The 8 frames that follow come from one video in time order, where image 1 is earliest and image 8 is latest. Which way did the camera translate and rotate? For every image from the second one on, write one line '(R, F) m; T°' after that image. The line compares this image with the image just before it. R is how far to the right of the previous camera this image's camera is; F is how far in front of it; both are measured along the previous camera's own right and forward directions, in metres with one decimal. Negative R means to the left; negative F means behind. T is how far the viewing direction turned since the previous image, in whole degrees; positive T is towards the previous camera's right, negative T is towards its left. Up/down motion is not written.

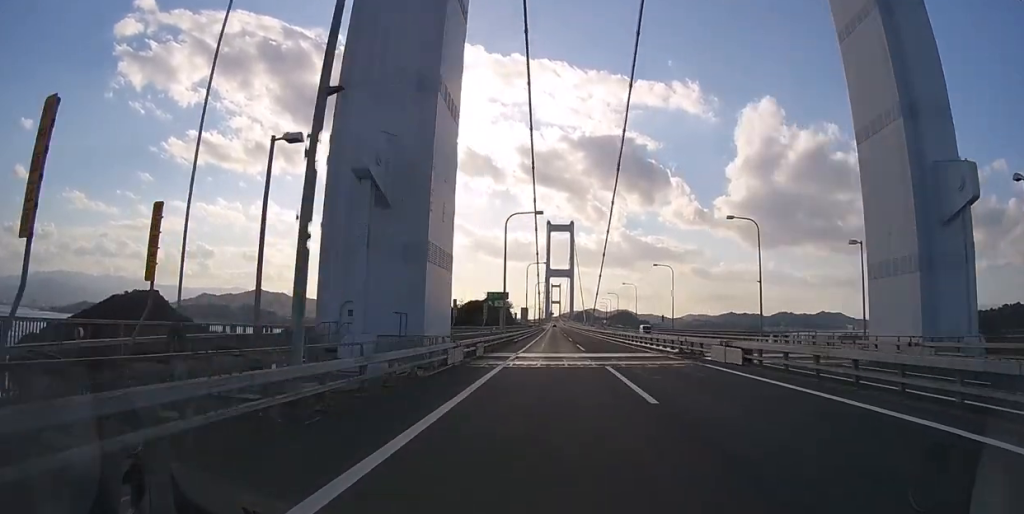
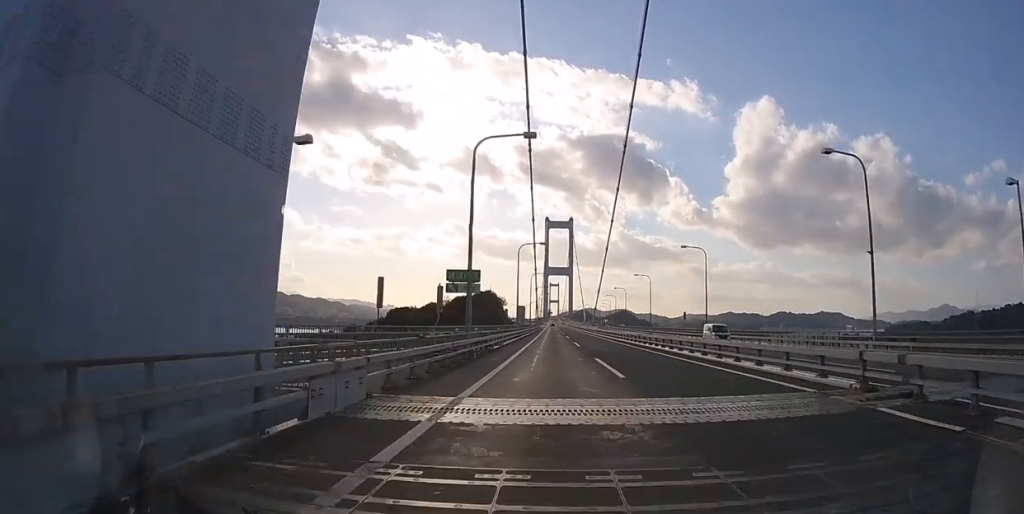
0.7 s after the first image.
(0.0, +16.5) m; 0°
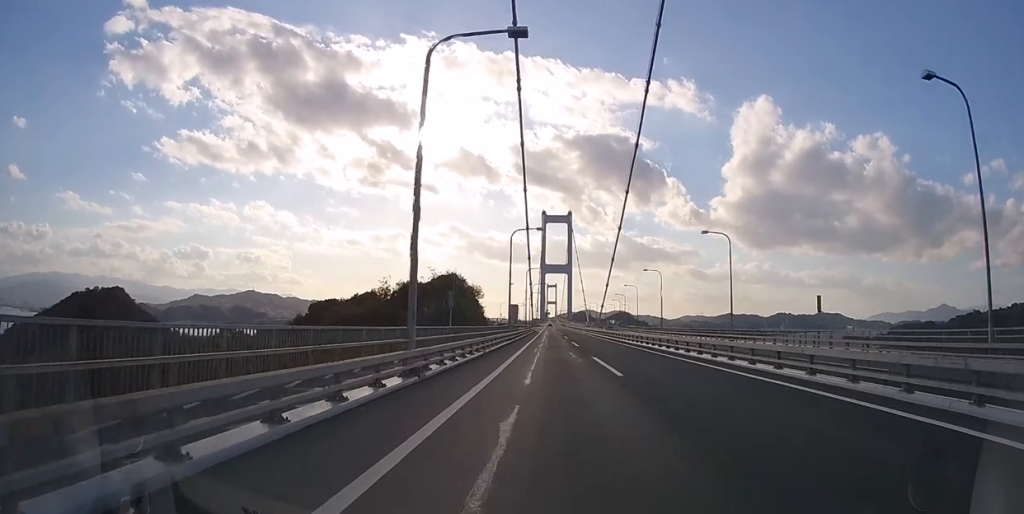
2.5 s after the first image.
(0.0, +39.4) m; 0°
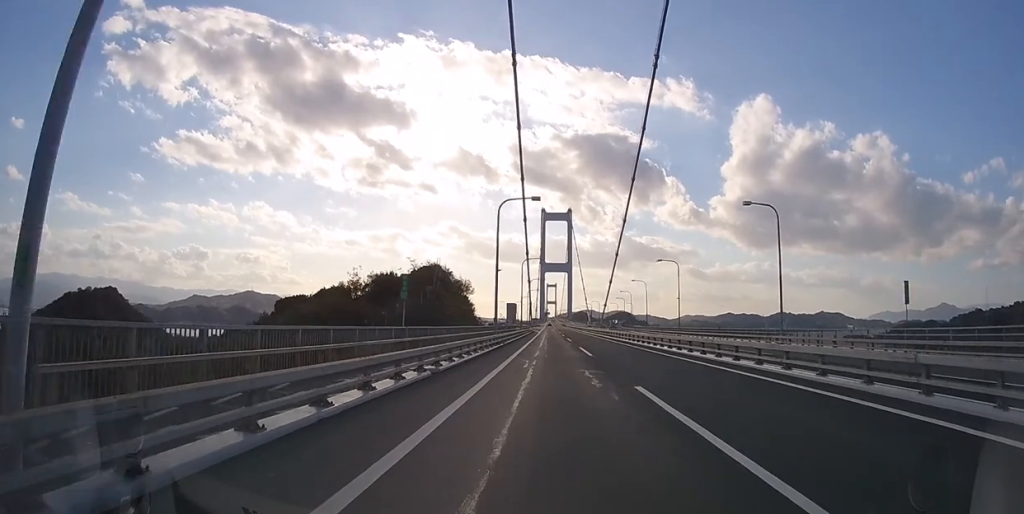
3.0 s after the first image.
(0.0, +10.3) m; 0°
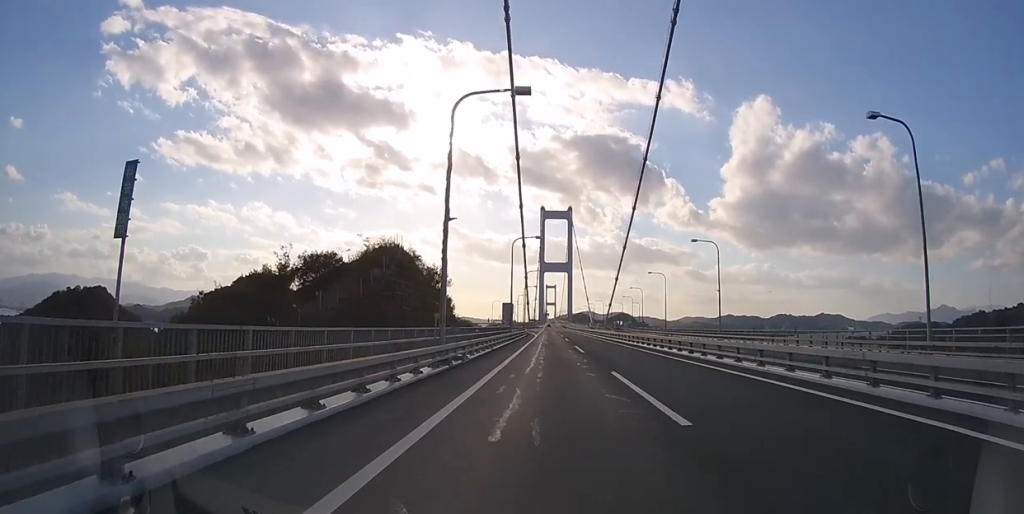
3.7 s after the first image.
(0.0, +16.9) m; 0°
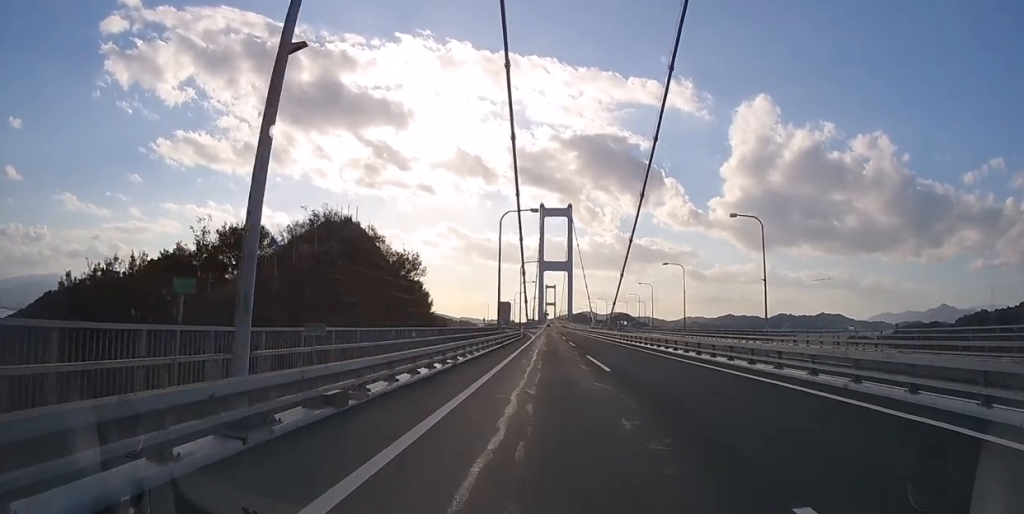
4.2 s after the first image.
(0.0, +11.0) m; 0°
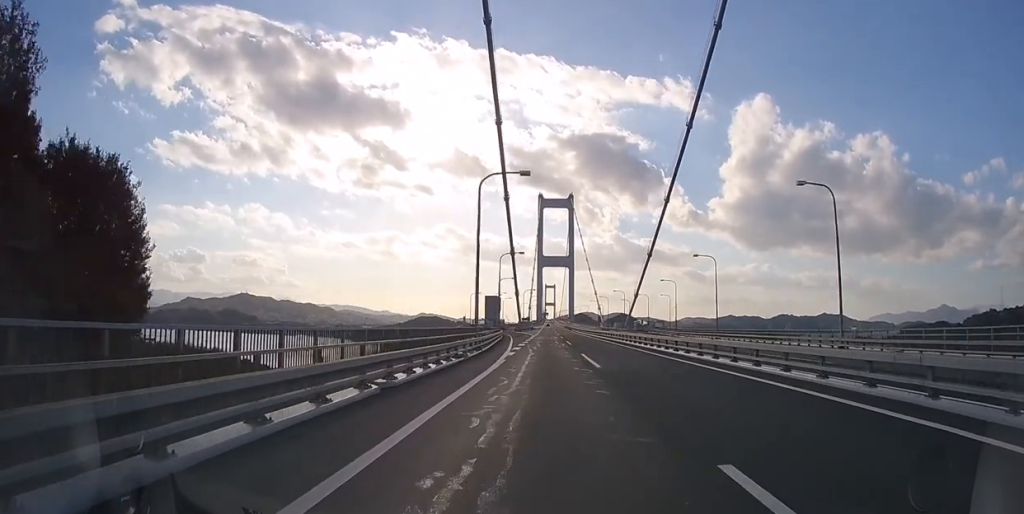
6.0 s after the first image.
(+0.1, +38.6) m; 0°
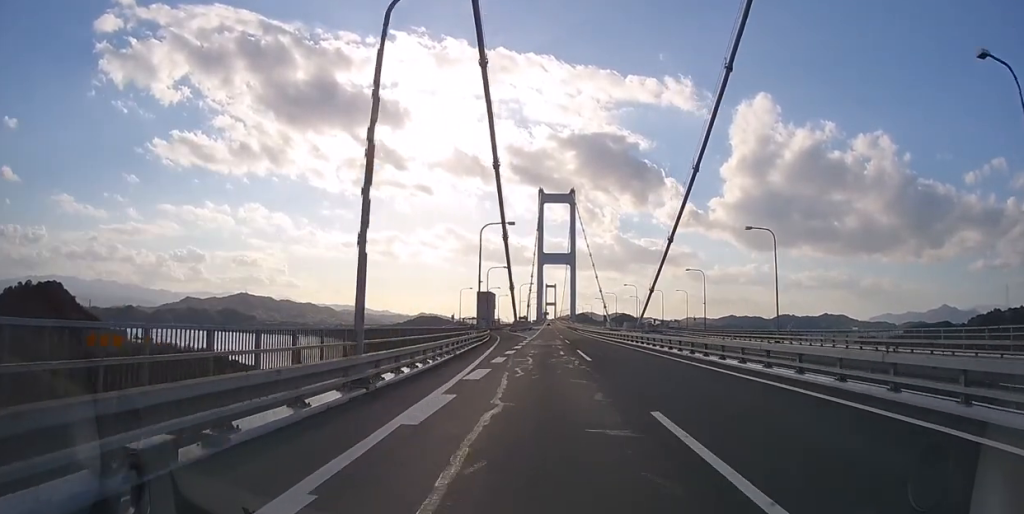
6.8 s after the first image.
(0.0, +16.7) m; 0°
